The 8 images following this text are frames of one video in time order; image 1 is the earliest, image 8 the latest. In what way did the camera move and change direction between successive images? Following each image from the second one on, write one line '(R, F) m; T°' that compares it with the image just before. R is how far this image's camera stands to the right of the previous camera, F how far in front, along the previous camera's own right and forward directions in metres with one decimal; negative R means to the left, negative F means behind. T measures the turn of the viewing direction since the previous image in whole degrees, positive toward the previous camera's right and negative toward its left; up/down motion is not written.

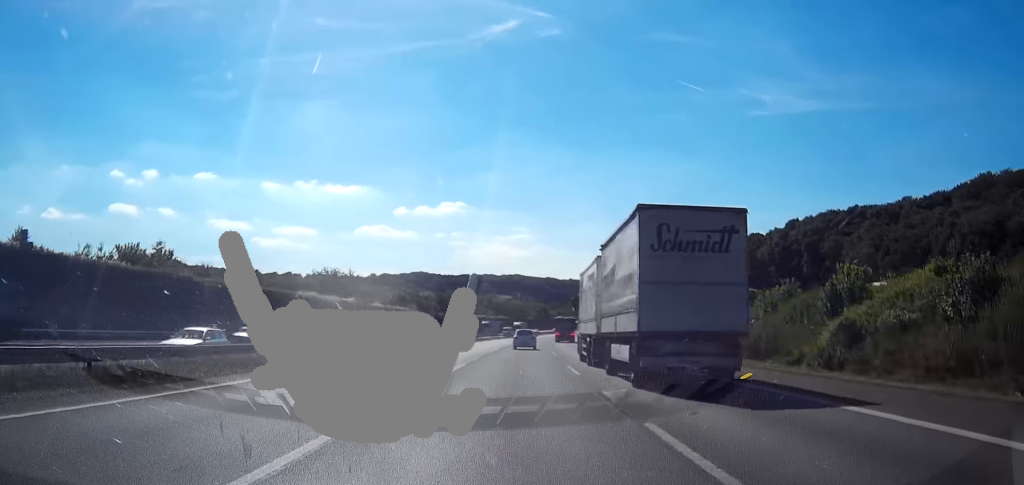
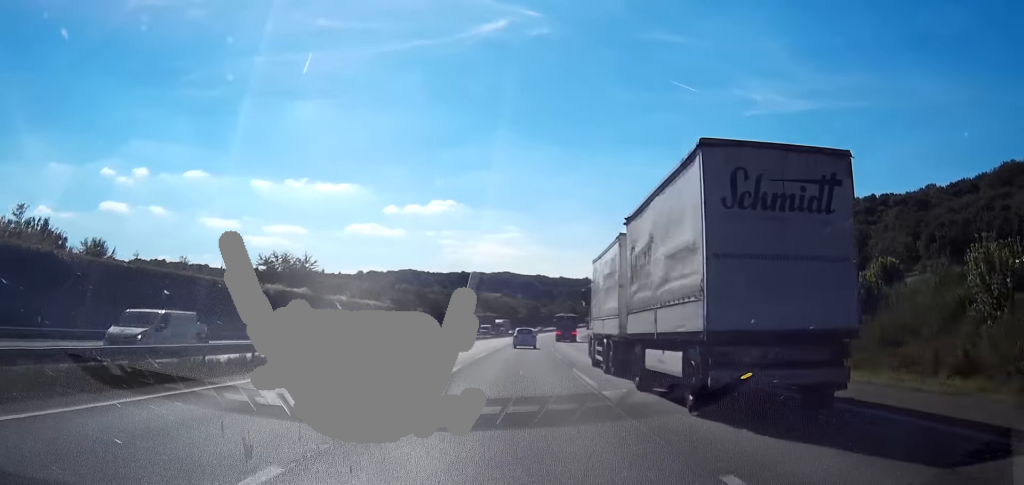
(+0.2, +21.9) m; +1°
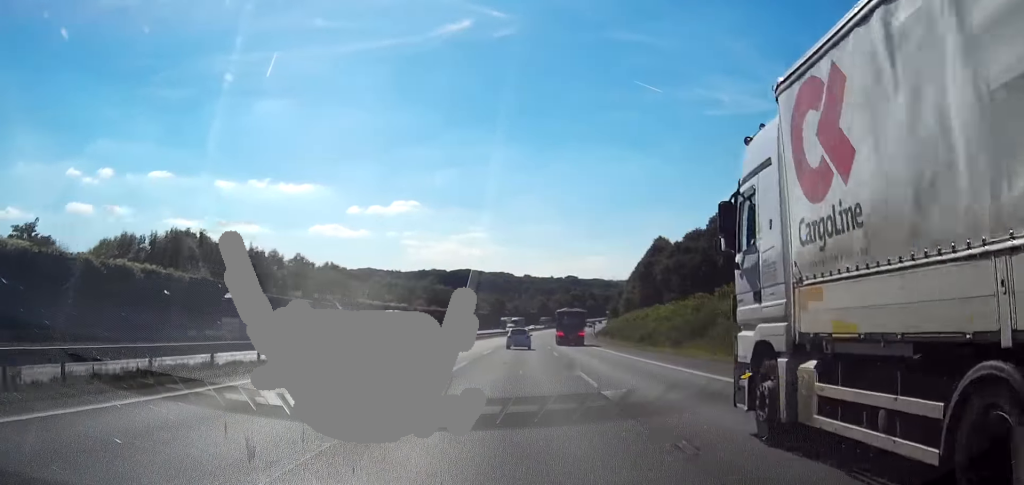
(+0.6, +72.4) m; 0°
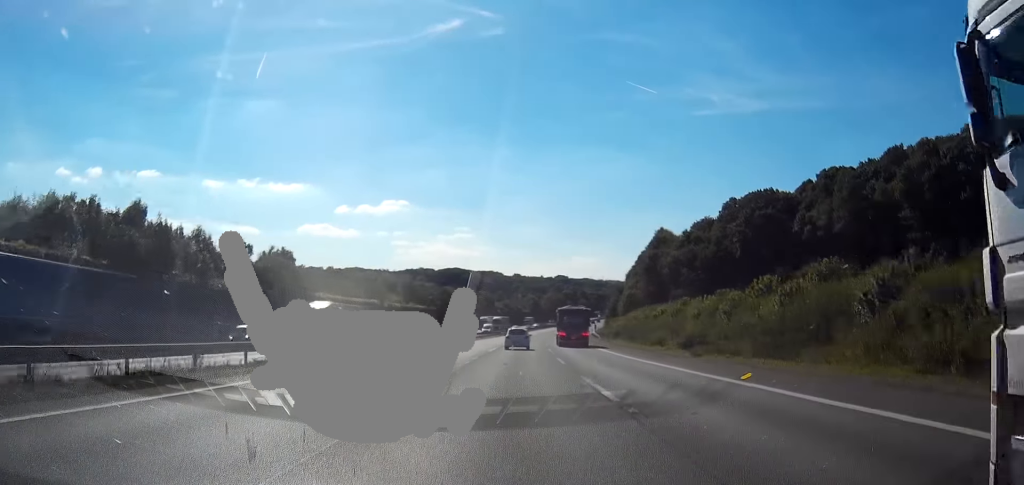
(-0.1, +20.6) m; +1°
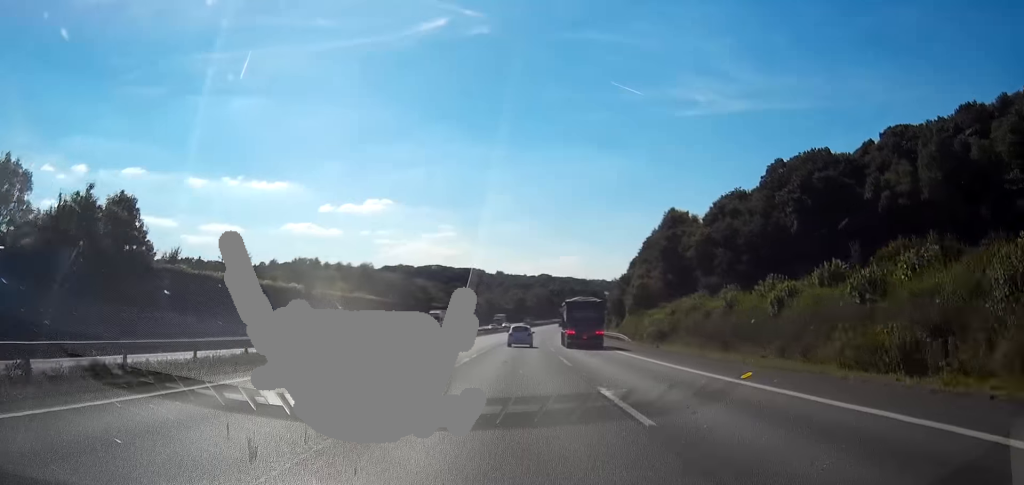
(+0.7, +39.1) m; +3°
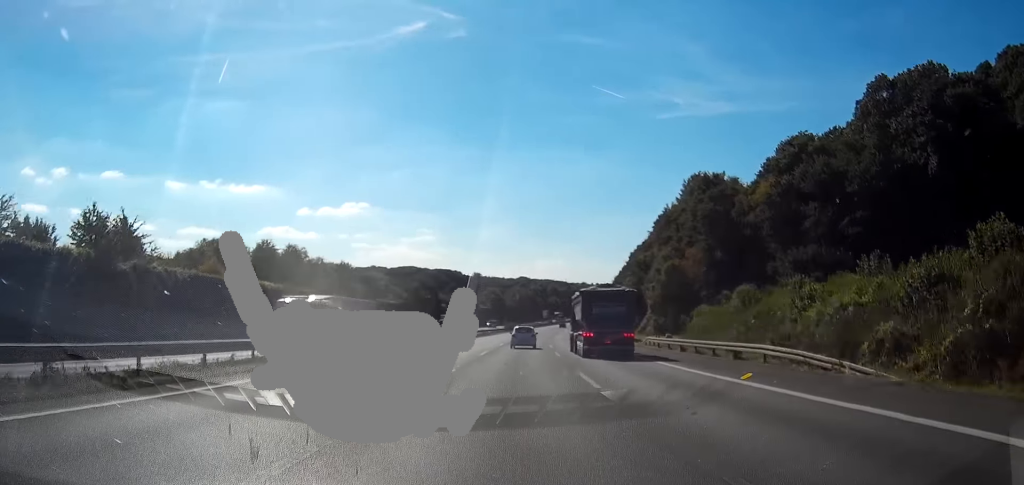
(+1.7, +46.7) m; +4°
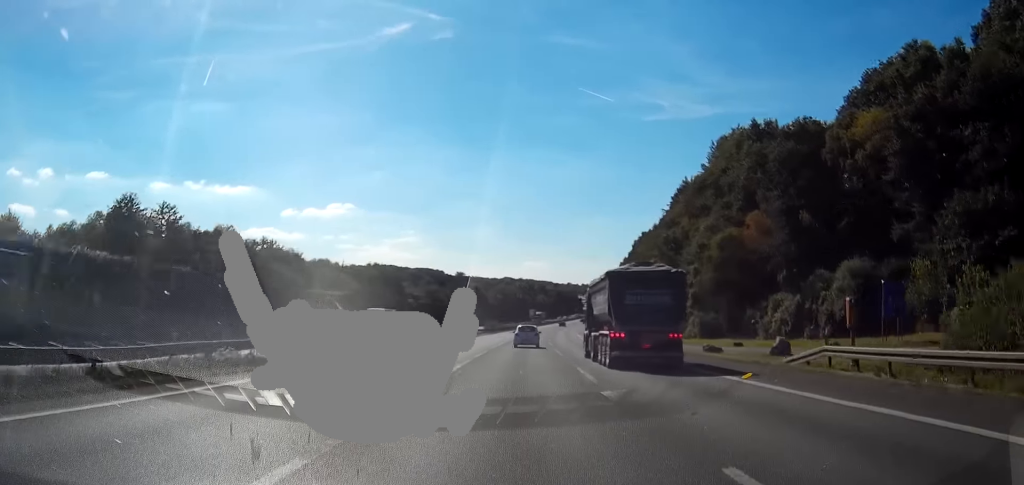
(+0.7, +34.4) m; +2°
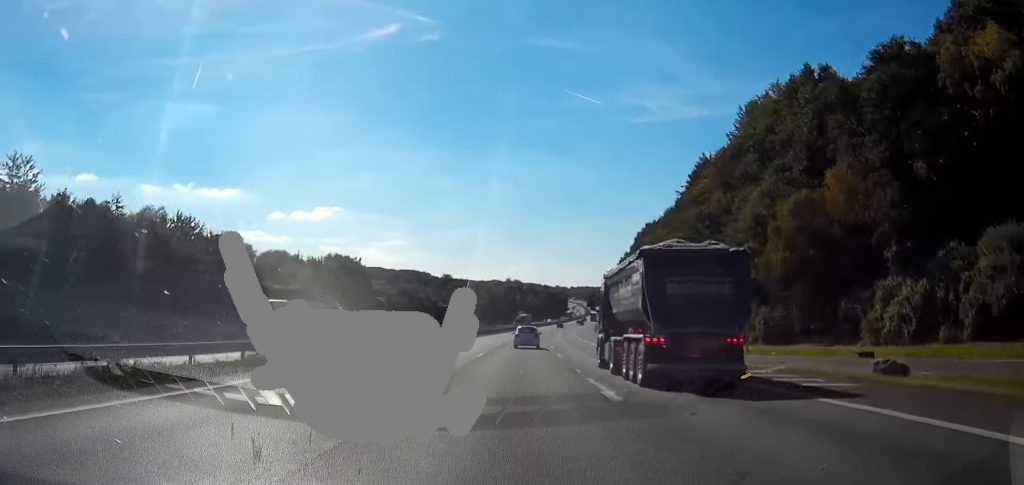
(+0.3, +22.6) m; 0°
